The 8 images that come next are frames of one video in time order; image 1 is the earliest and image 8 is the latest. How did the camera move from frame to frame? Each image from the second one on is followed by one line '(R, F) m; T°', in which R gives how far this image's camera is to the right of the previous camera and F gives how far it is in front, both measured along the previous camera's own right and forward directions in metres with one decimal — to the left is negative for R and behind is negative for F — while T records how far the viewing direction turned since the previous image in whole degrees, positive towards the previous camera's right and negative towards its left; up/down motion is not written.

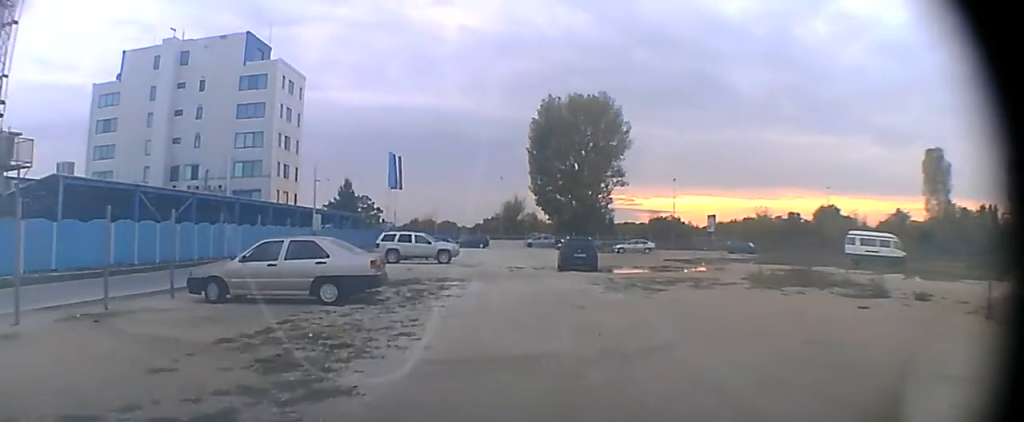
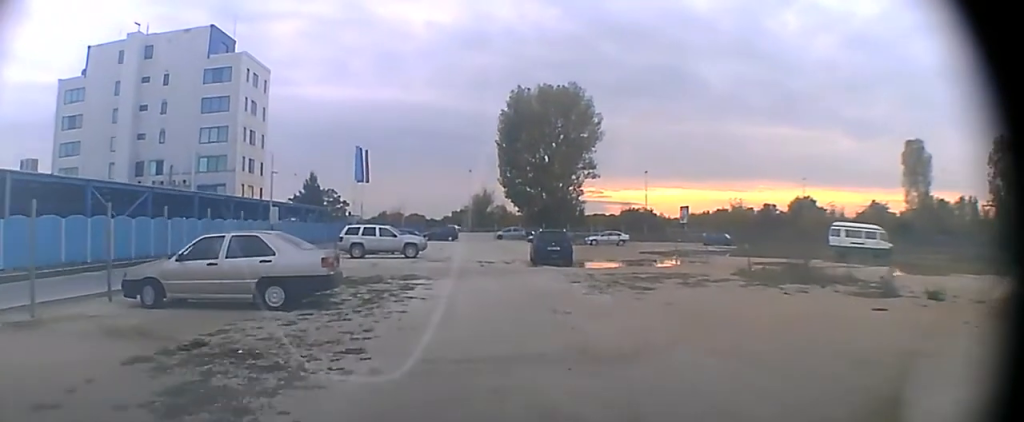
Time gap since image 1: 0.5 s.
(+0.1, +1.6) m; +2°
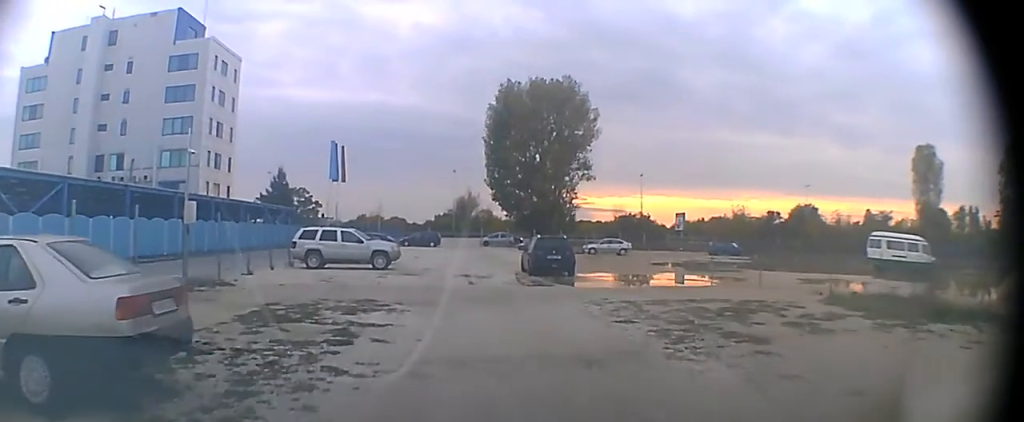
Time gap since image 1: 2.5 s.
(+0.1, +7.3) m; +1°
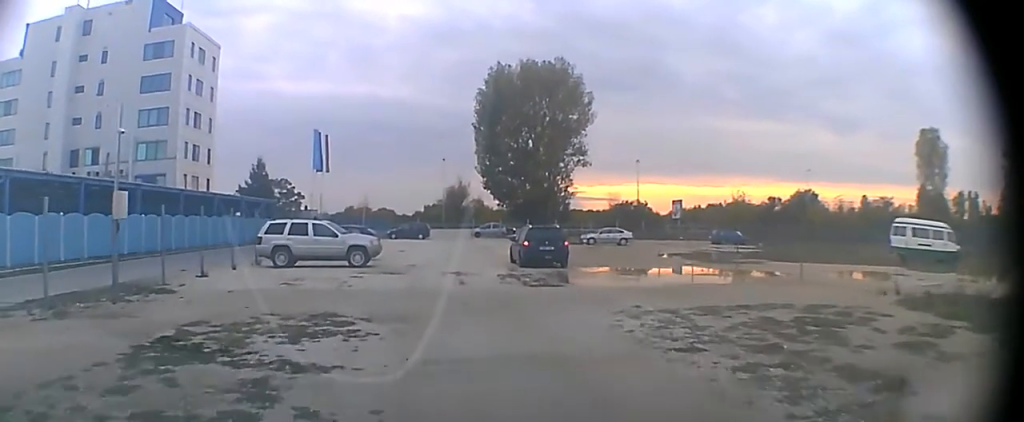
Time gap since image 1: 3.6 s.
(0.0, +4.0) m; 0°
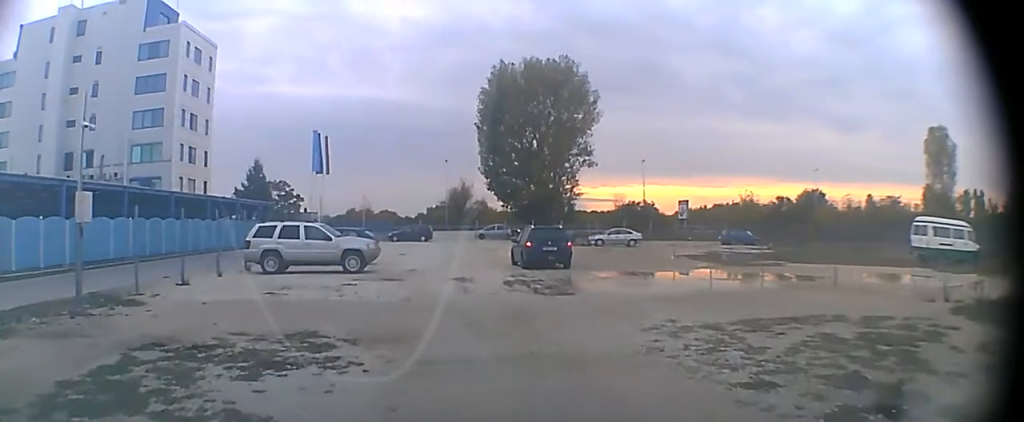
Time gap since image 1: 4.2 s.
(0.0, +1.9) m; 0°
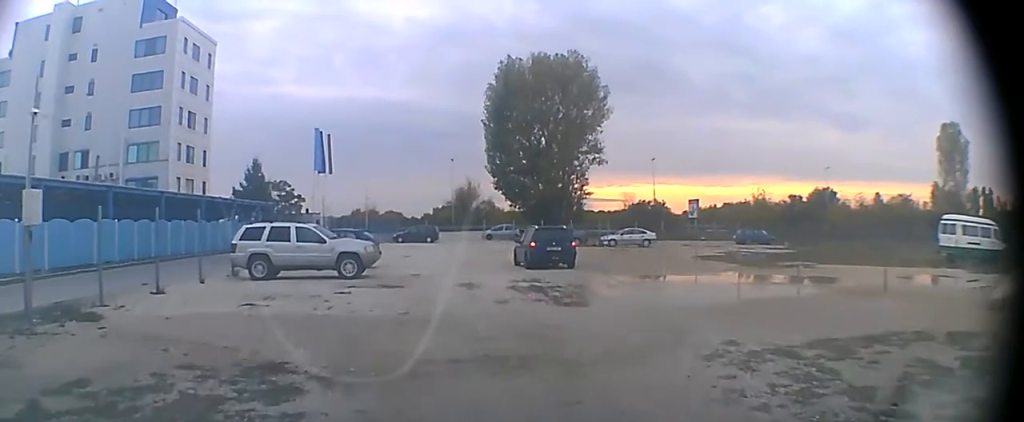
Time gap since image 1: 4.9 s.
(0.0, +2.2) m; -1°
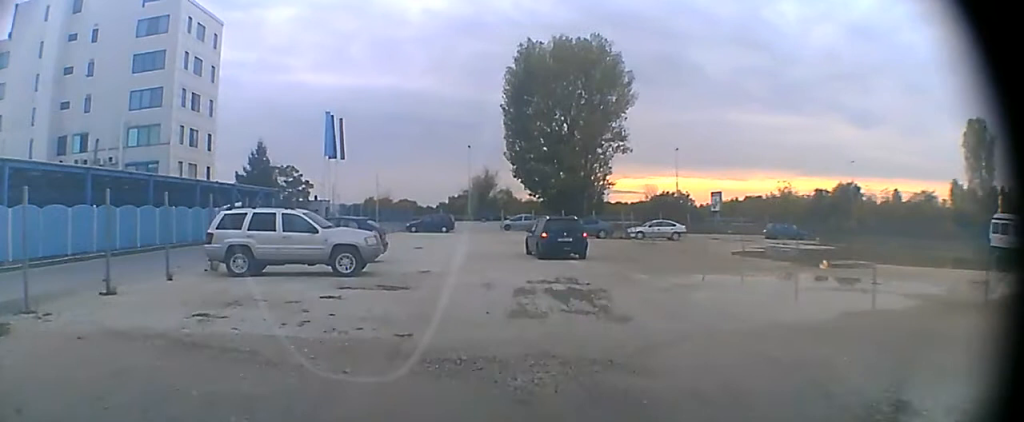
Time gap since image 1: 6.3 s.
(-0.1, +3.9) m; -2°
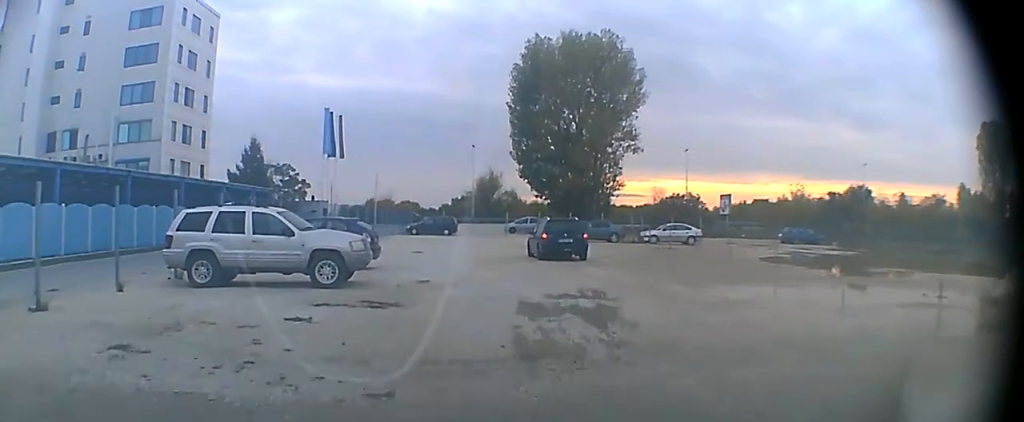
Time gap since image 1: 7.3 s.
(0.0, +2.9) m; 0°
